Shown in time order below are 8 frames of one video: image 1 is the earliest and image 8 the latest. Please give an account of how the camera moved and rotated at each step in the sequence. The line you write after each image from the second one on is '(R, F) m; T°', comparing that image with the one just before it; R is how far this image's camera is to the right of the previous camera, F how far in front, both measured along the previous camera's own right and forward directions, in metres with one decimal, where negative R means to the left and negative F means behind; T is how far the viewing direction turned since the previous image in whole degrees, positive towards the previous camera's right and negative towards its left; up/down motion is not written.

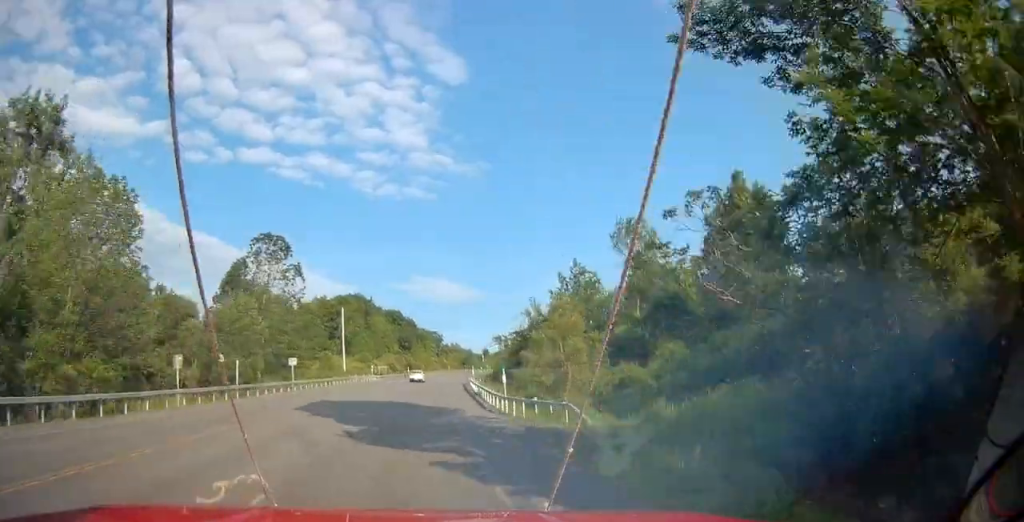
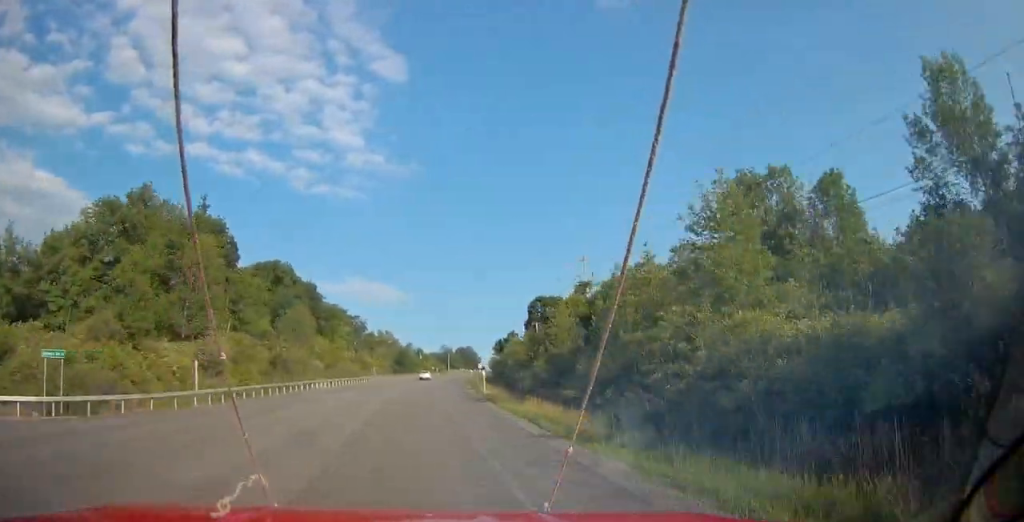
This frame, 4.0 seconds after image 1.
(+5.4, +98.8) m; +6°
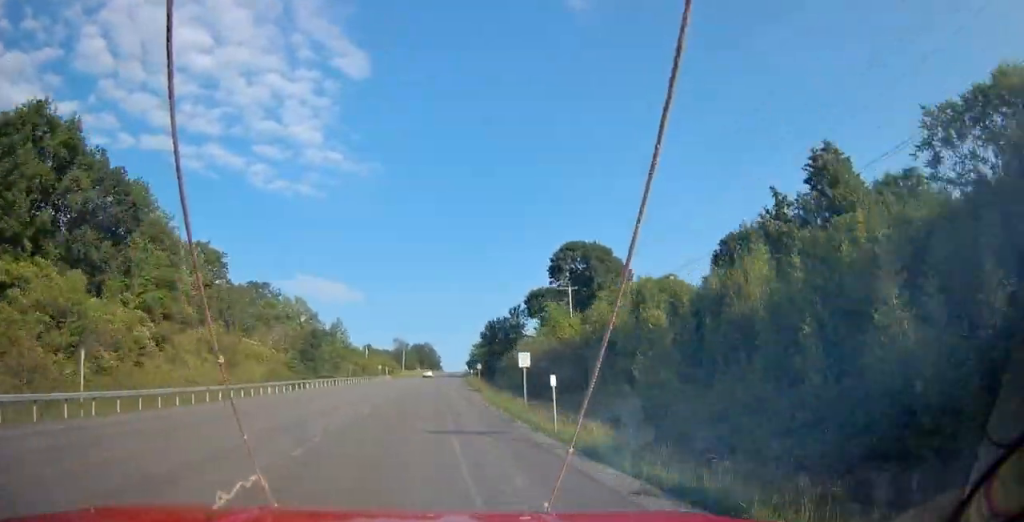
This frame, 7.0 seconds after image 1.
(+3.2, +74.4) m; +5°
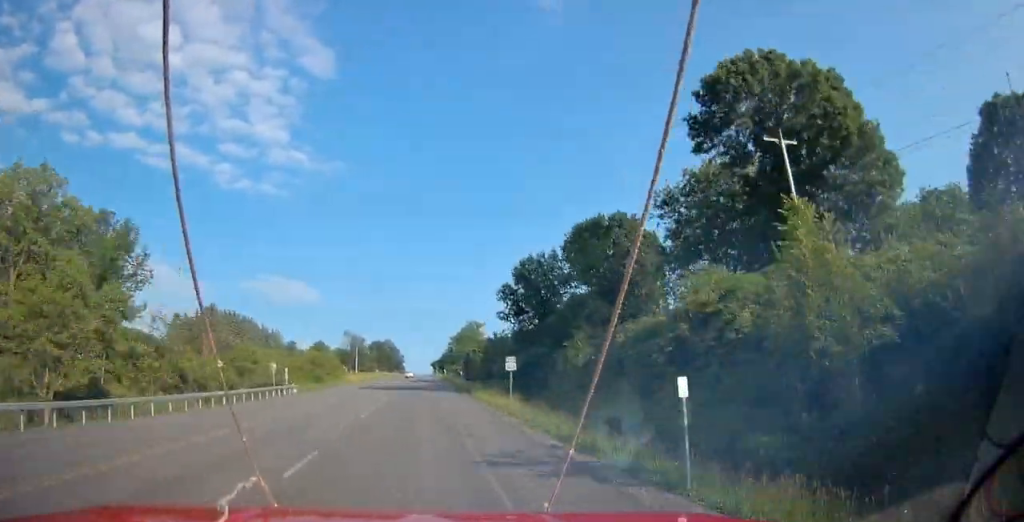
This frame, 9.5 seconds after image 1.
(+2.1, +62.3) m; +3°
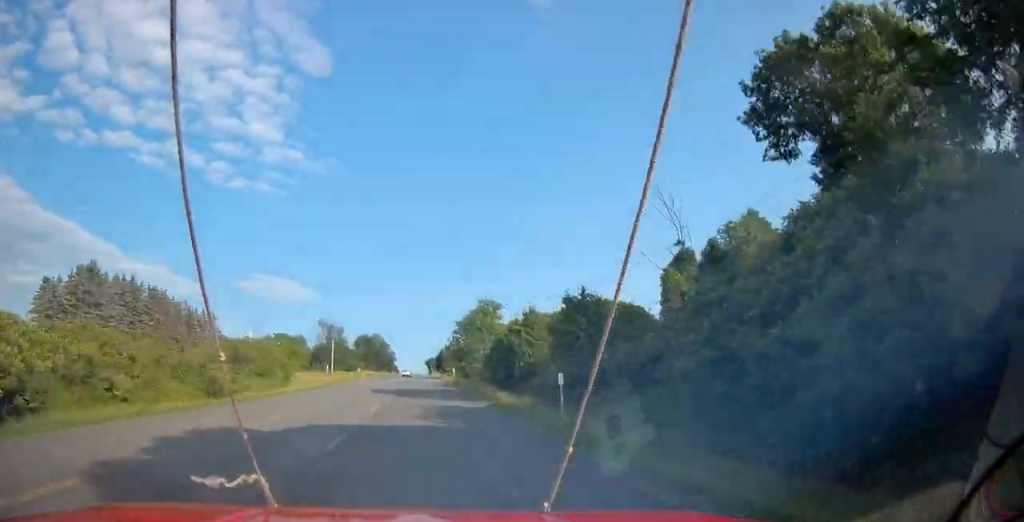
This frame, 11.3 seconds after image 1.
(+1.0, +45.1) m; +1°
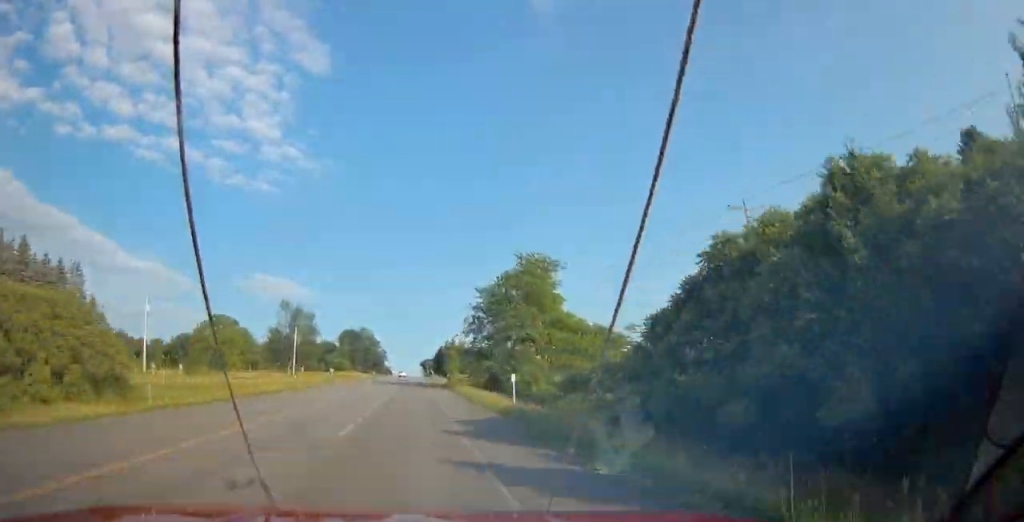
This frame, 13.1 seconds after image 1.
(+0.4, +45.3) m; +1°
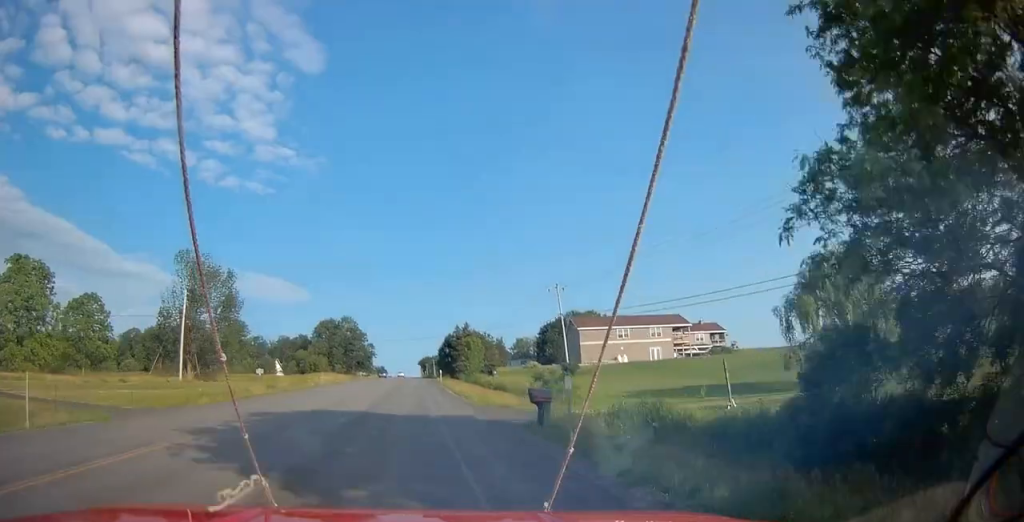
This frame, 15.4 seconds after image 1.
(+0.3, +58.1) m; 0°
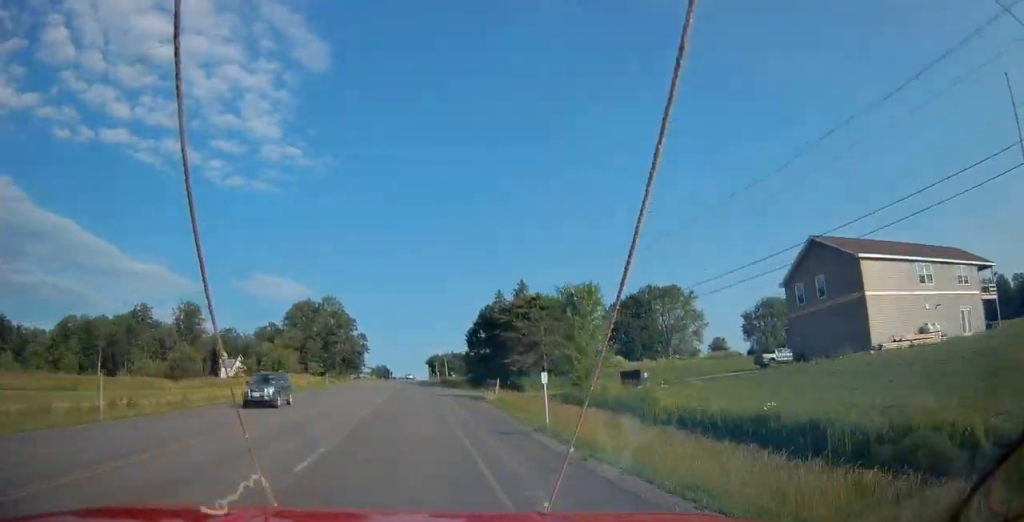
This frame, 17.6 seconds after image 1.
(+0.1, +55.9) m; 0°
